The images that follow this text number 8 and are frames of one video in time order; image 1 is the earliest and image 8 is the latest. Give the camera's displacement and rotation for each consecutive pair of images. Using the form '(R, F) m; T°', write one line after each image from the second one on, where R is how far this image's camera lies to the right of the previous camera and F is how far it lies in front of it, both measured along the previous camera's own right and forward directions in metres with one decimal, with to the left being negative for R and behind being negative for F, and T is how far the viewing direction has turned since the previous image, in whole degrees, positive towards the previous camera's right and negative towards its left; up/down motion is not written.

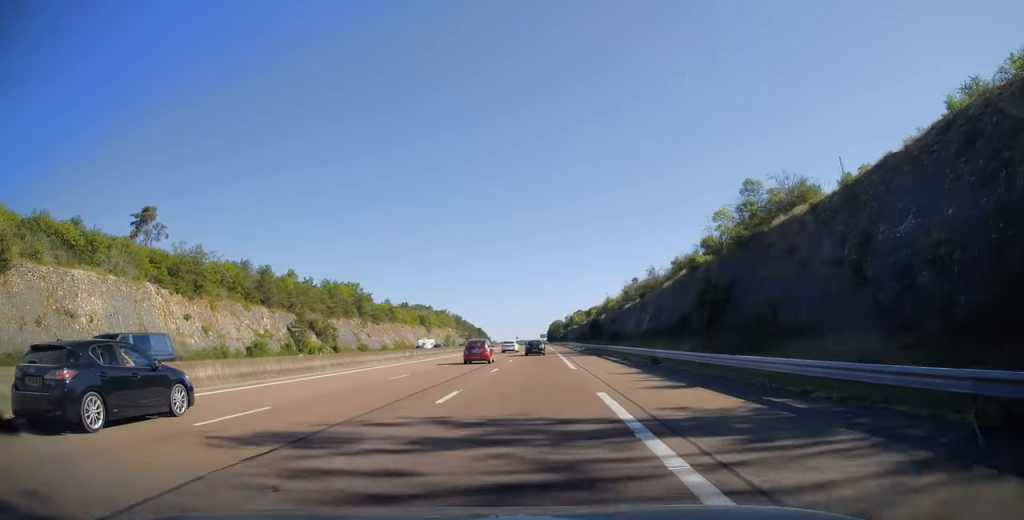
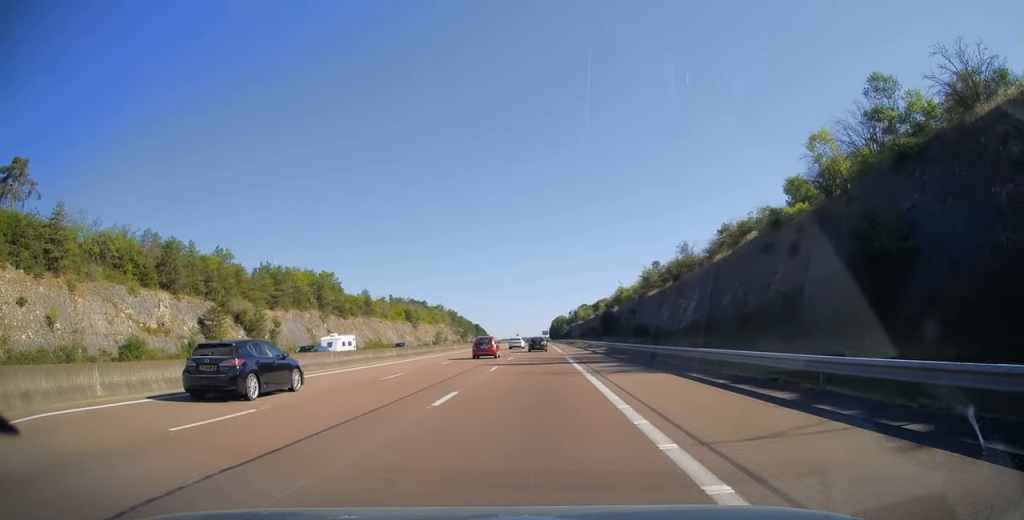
(-0.1, +26.8) m; 0°
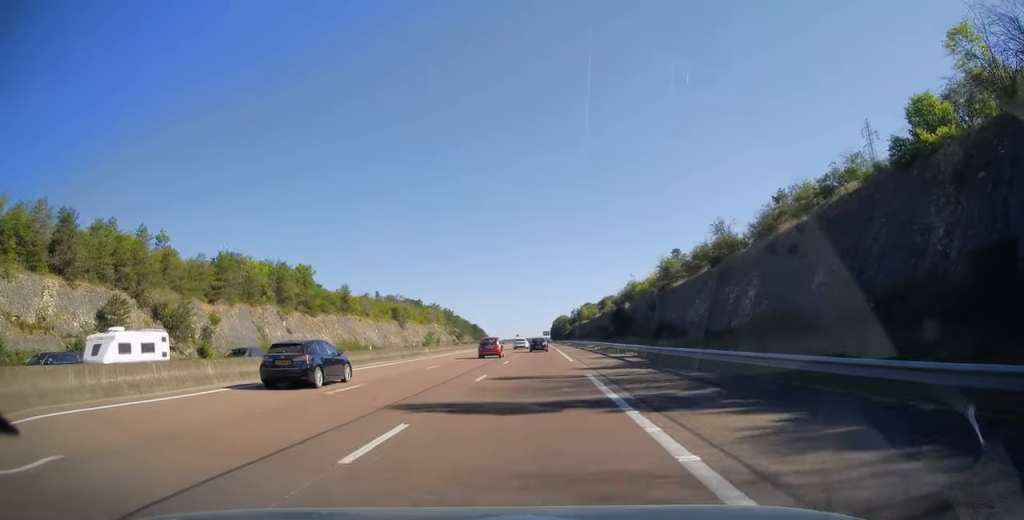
(0.0, +18.7) m; 0°
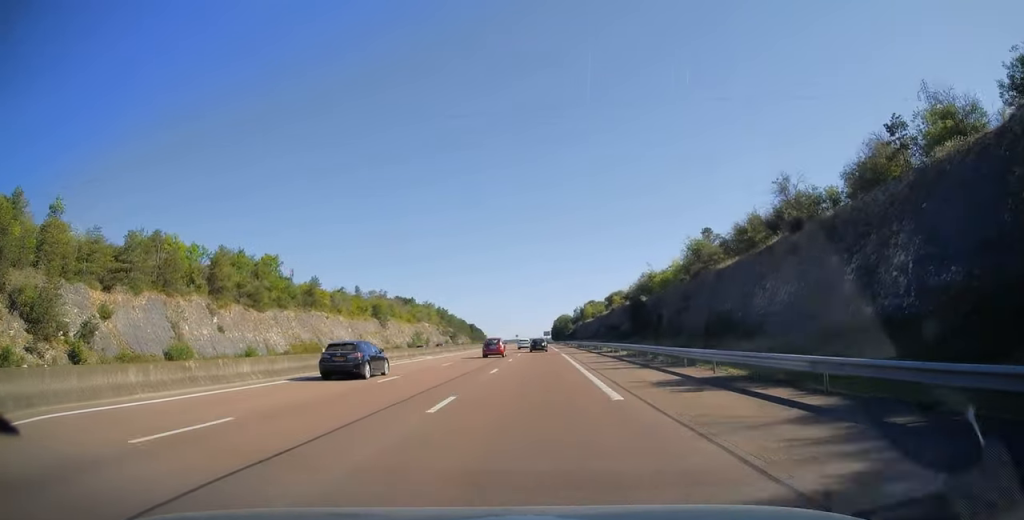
(0.0, +21.3) m; 0°
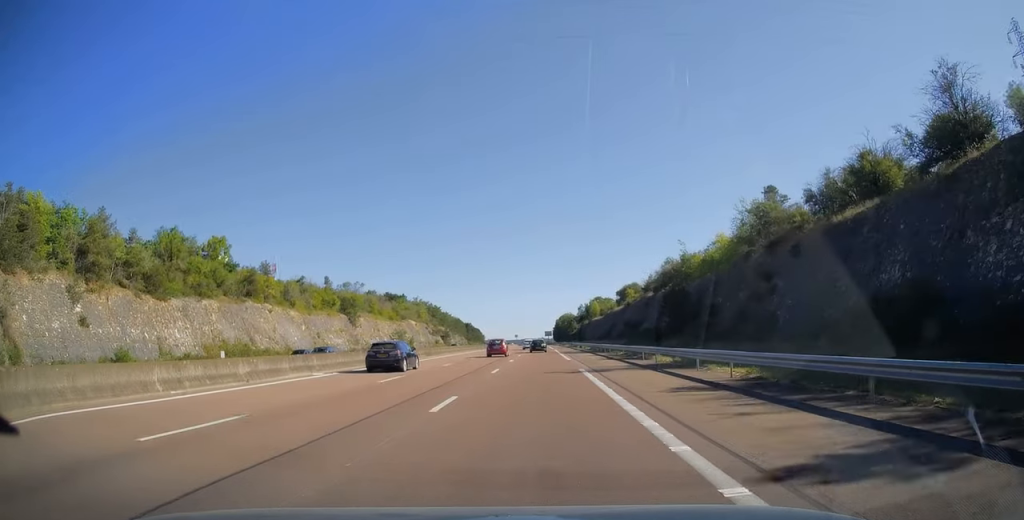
(0.0, +25.9) m; 0°
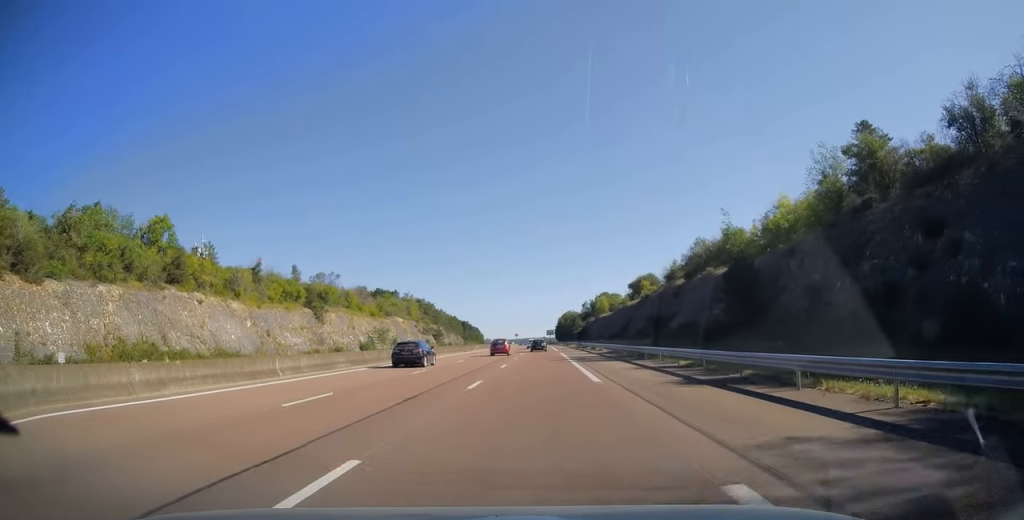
(-0.1, +20.7) m; 0°
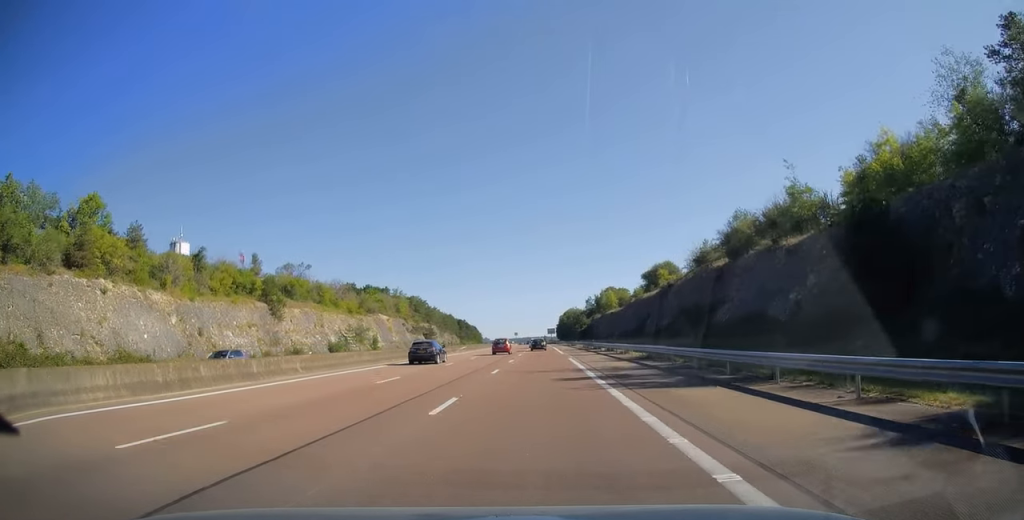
(-0.1, +18.7) m; 0°
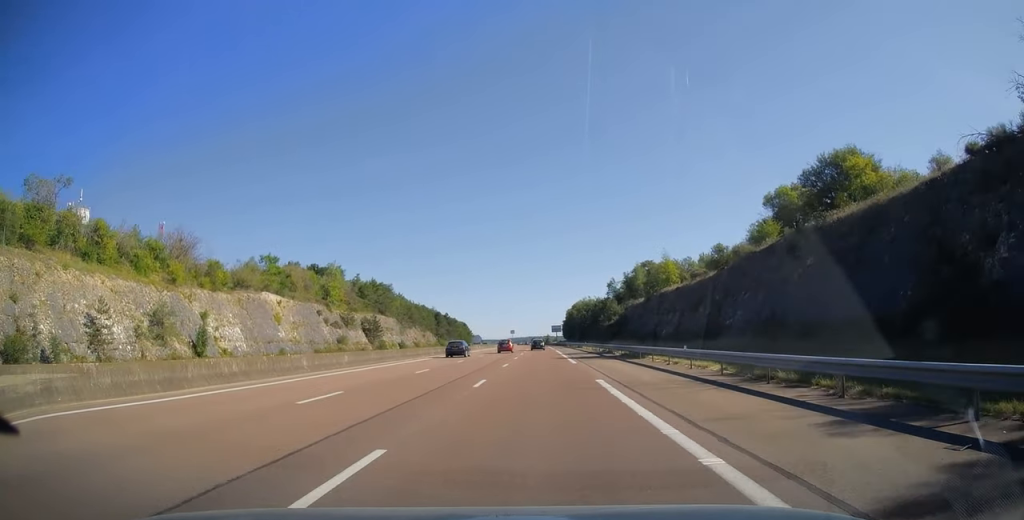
(-0.1, +71.3) m; 0°
